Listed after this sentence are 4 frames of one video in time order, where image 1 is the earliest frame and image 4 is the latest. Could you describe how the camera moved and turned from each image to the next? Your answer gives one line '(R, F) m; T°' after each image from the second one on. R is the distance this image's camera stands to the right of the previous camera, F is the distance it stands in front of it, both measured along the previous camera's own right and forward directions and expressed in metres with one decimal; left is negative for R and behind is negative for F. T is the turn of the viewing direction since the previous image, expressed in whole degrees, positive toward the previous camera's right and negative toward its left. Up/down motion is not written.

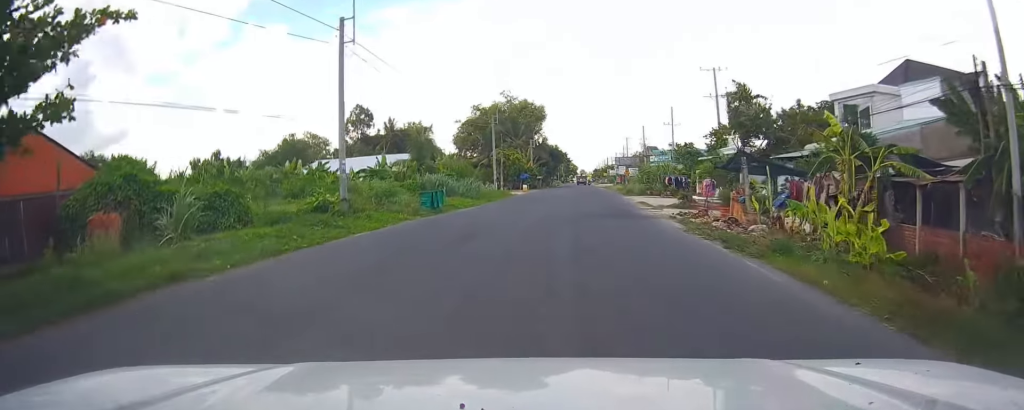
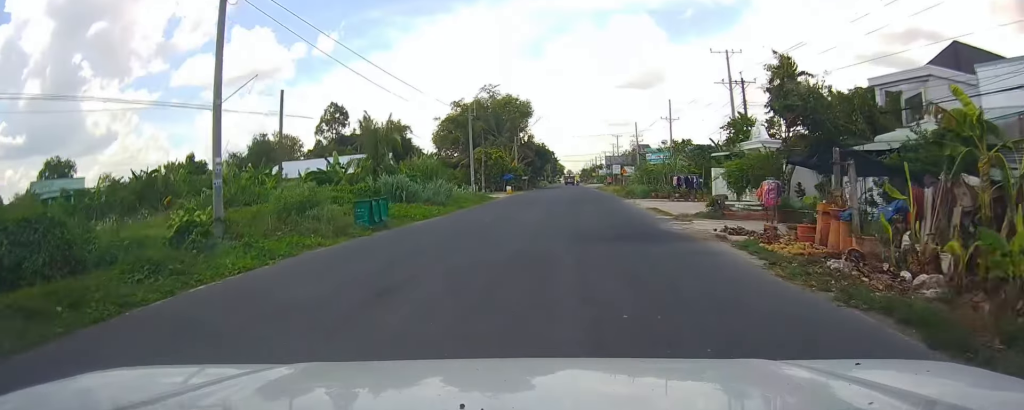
(0.0, +8.0) m; 0°
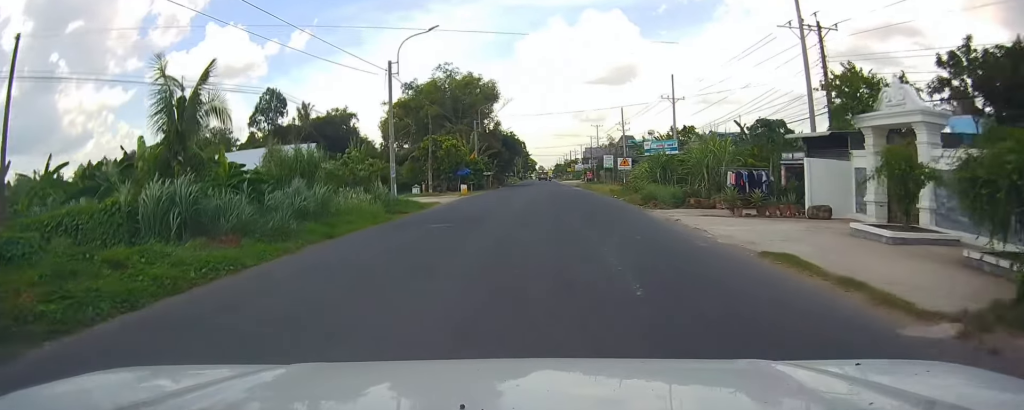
(0.0, +19.0) m; +3°
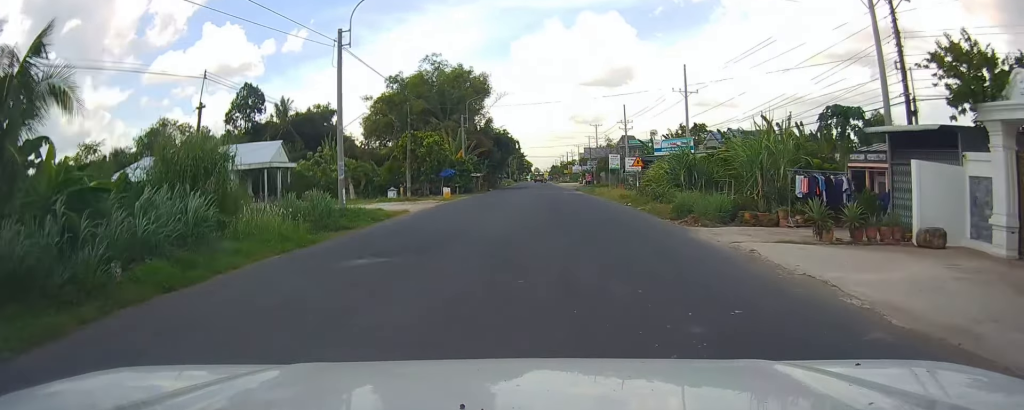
(+0.2, +7.3) m; +2°
